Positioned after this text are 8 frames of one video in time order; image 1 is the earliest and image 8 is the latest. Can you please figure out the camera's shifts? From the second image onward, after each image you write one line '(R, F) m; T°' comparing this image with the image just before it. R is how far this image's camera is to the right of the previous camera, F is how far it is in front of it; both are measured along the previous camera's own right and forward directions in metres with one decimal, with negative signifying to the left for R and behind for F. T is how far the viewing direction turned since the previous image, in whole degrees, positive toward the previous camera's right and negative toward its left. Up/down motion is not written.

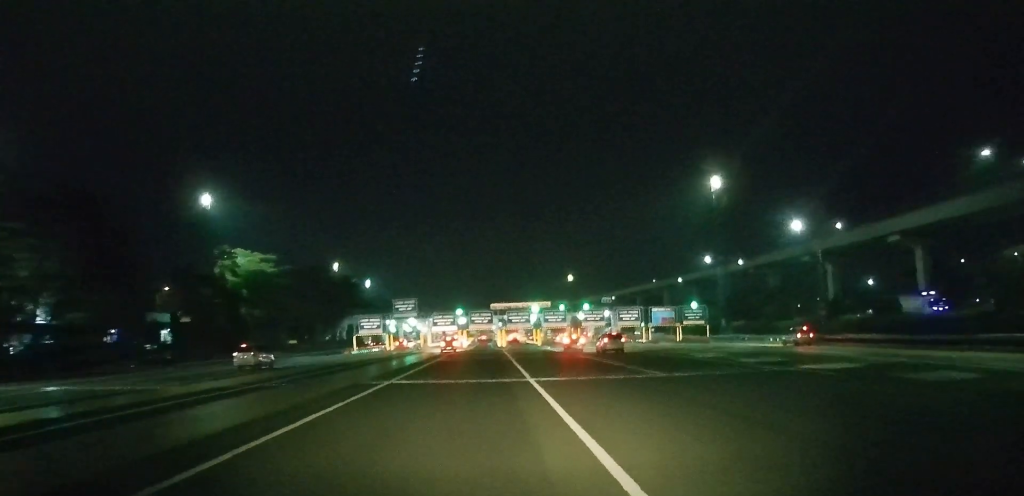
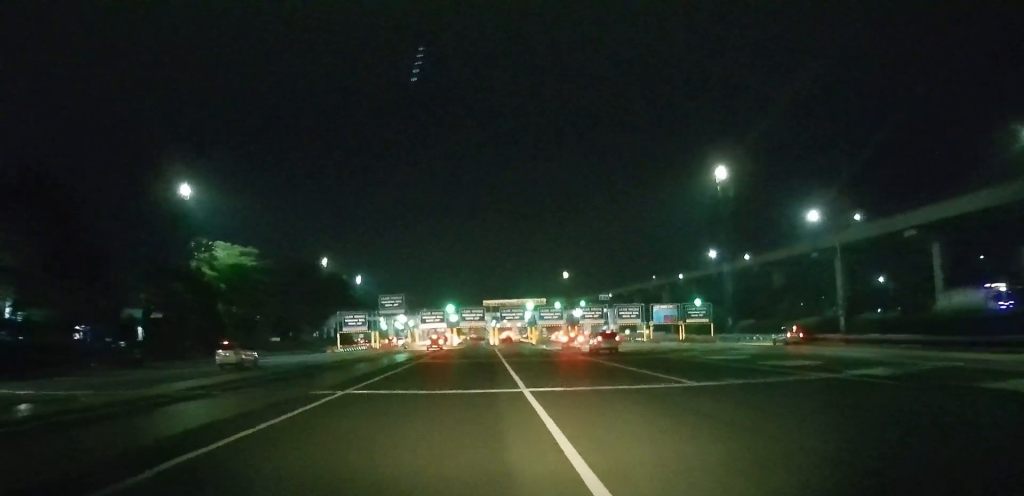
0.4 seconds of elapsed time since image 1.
(0.0, +4.5) m; 0°
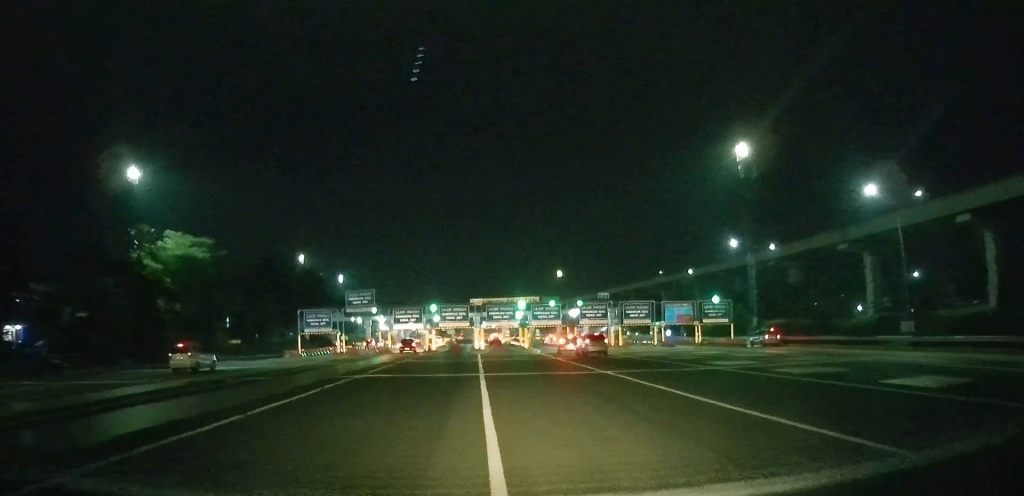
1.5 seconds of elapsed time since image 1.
(0.0, +10.2) m; 0°
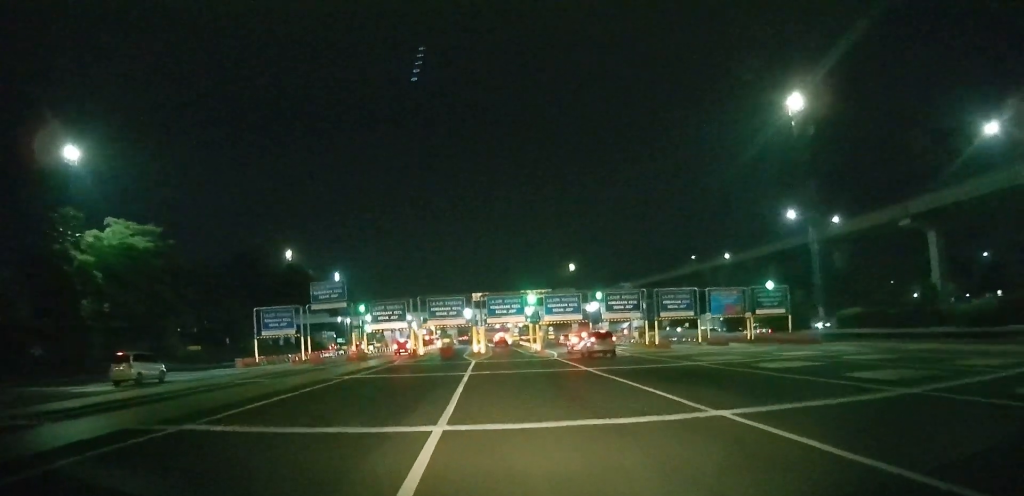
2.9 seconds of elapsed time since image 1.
(0.0, +12.3) m; 0°
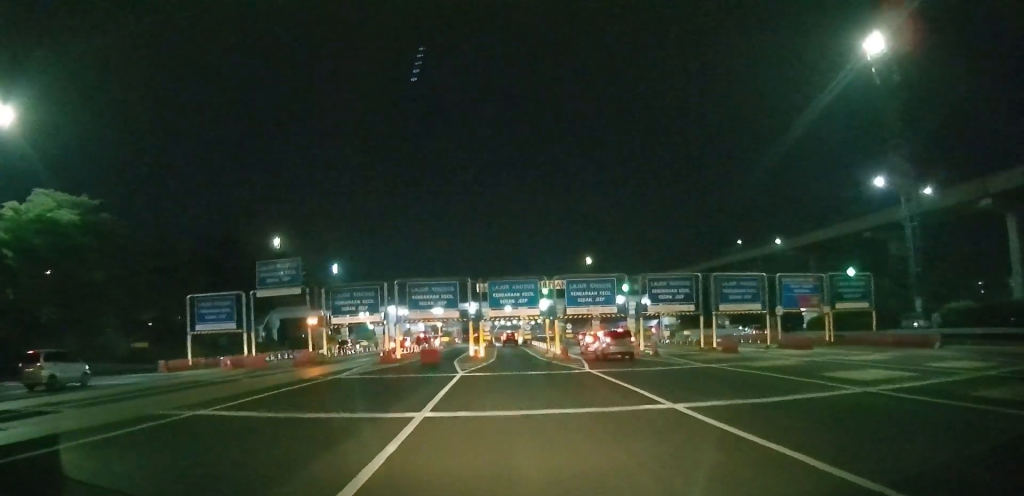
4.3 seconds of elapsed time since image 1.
(-0.1, +13.5) m; -1°
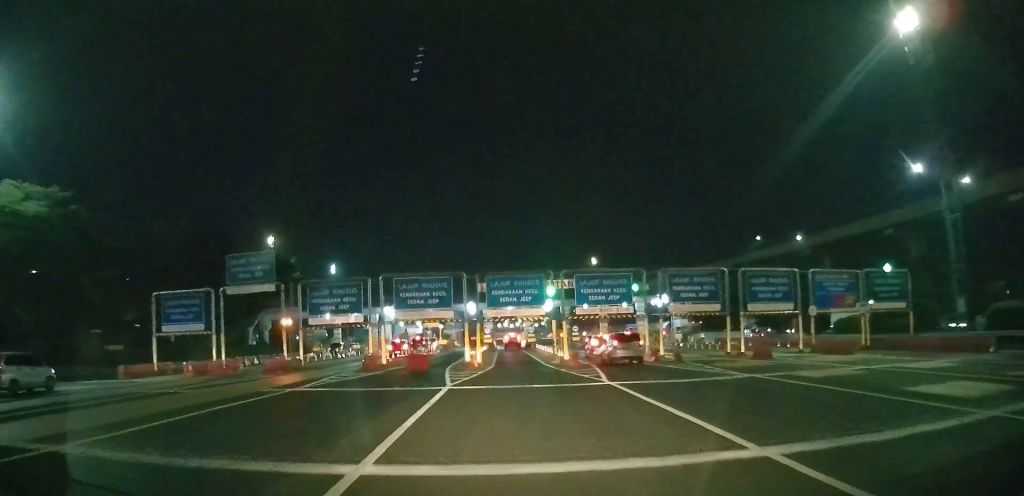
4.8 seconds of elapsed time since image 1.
(0.0, +5.2) m; 0°
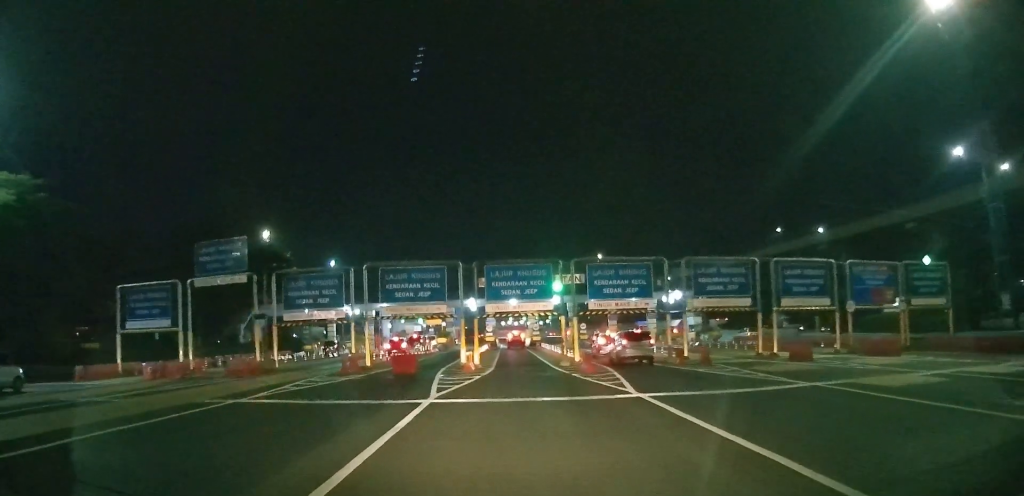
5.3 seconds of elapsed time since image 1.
(0.0, +4.5) m; 0°
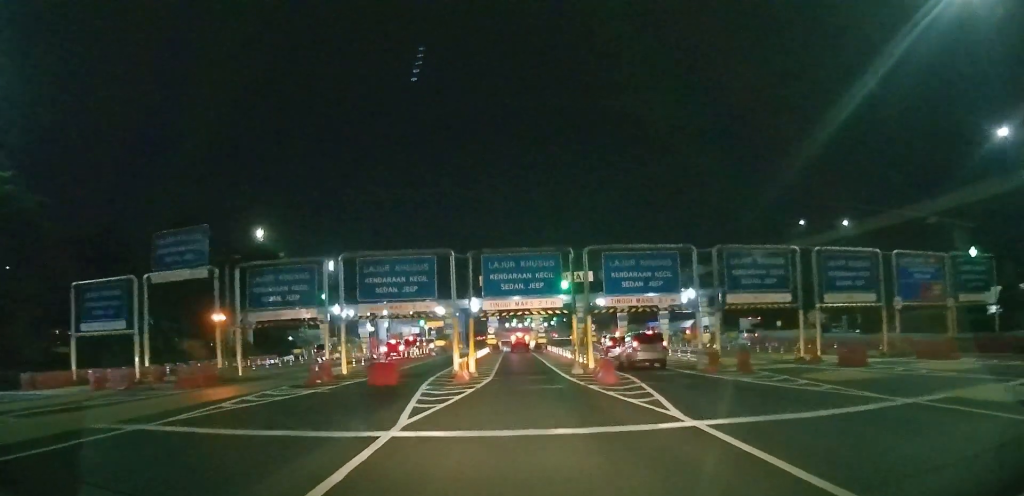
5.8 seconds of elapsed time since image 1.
(0.0, +4.8) m; 0°
